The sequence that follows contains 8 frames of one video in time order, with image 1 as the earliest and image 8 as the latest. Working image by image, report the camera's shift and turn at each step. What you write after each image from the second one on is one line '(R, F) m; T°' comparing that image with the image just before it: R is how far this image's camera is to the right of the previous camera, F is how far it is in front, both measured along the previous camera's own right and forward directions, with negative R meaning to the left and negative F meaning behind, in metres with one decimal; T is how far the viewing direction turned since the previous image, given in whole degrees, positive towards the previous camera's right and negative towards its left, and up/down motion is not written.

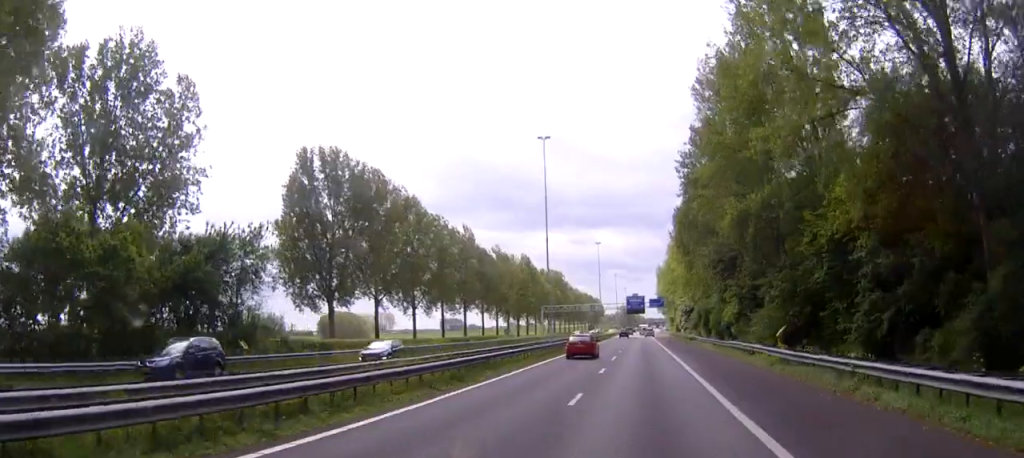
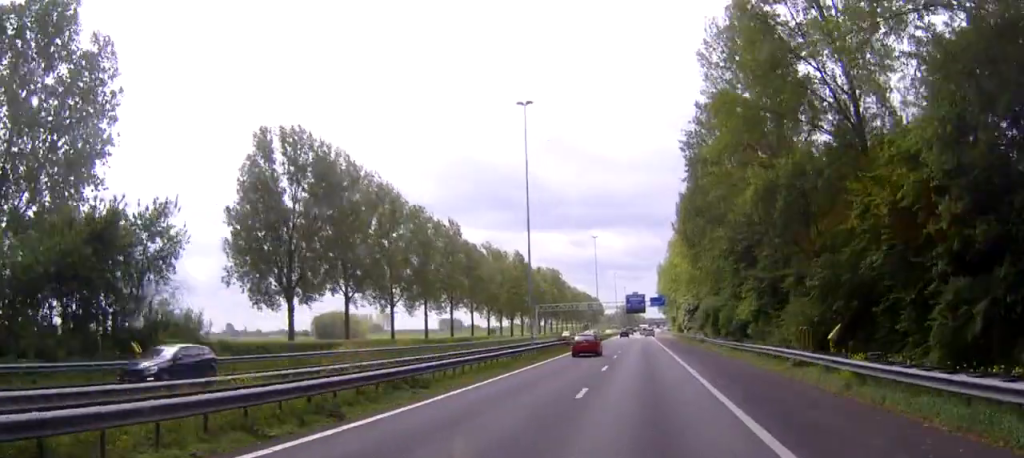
(0.0, +10.6) m; 0°
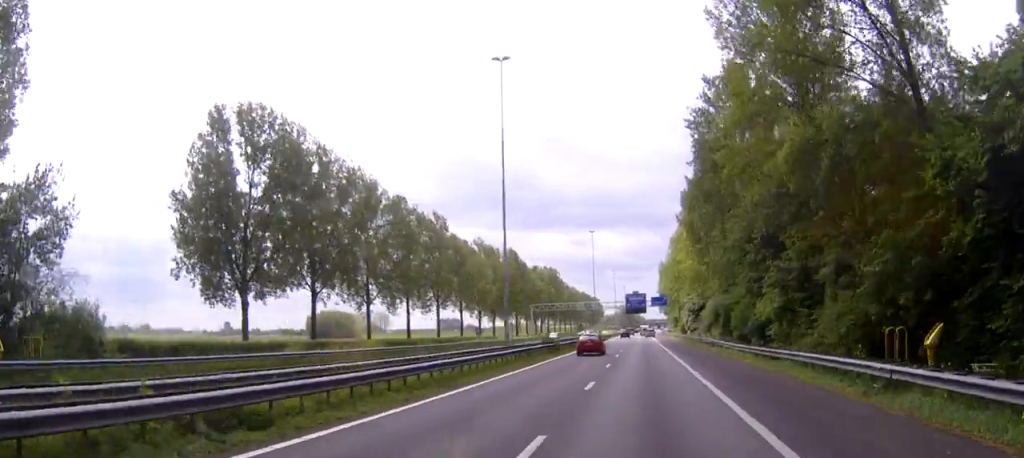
(0.0, +9.8) m; 0°
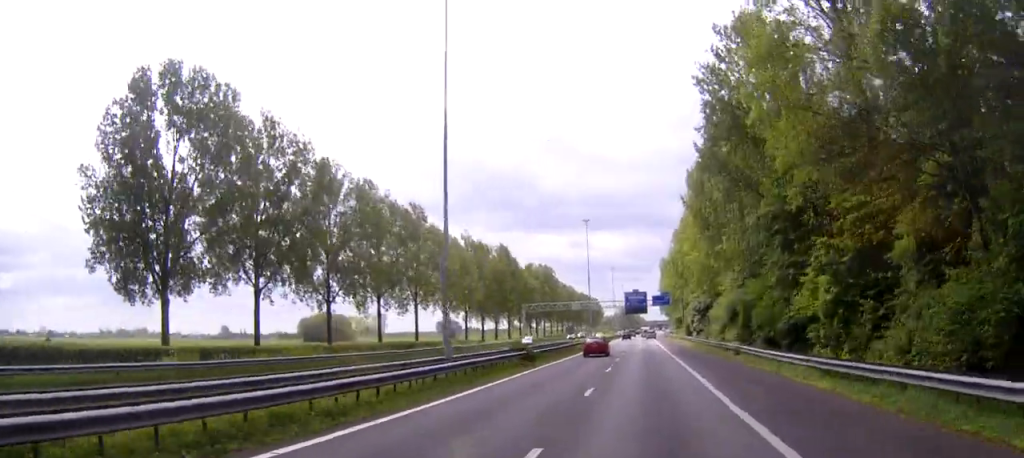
(-0.1, +12.9) m; 0°
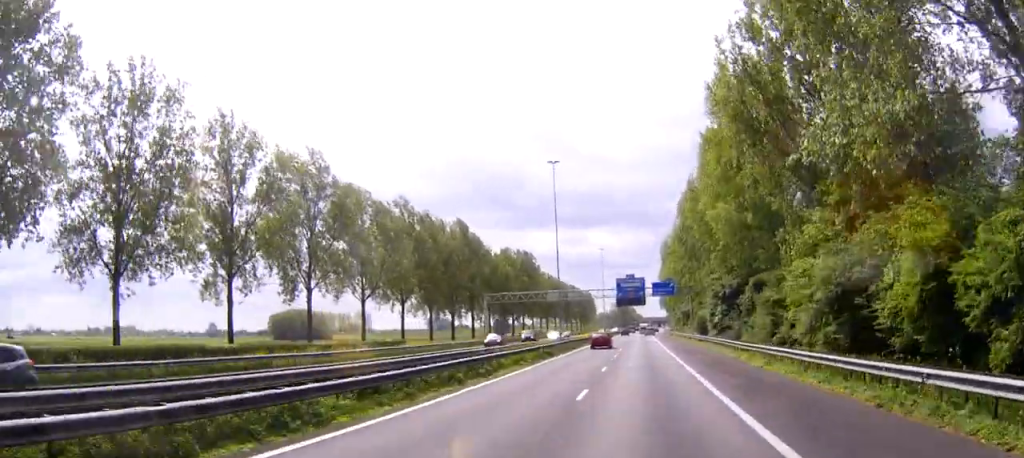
(-0.1, +37.5) m; 0°
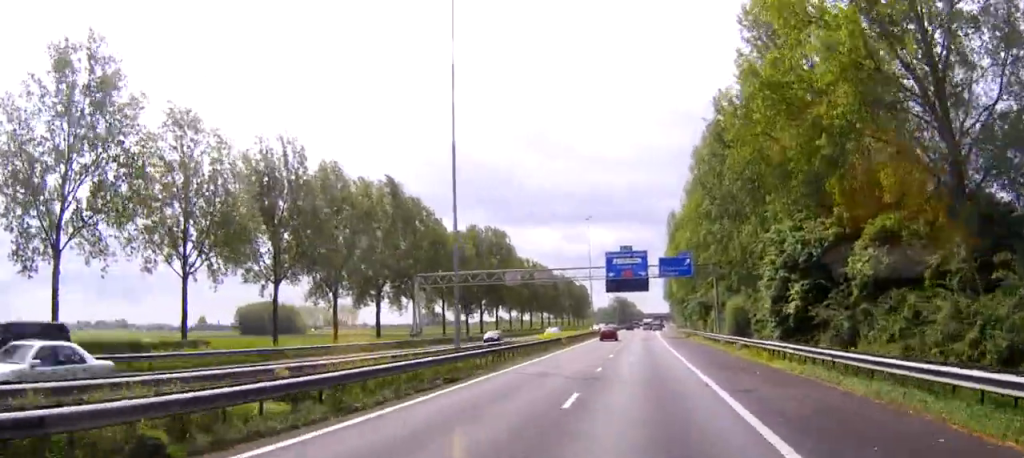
(+0.1, +39.7) m; +1°
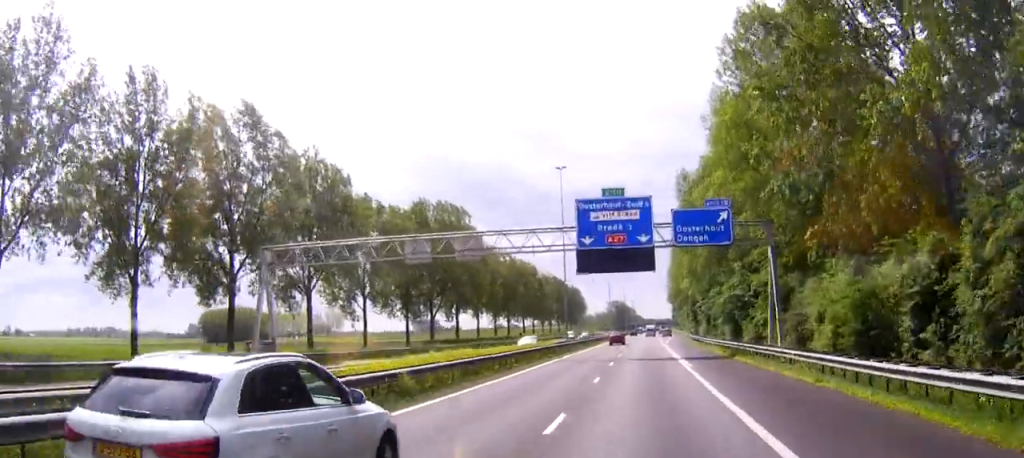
(0.0, +38.0) m; 0°
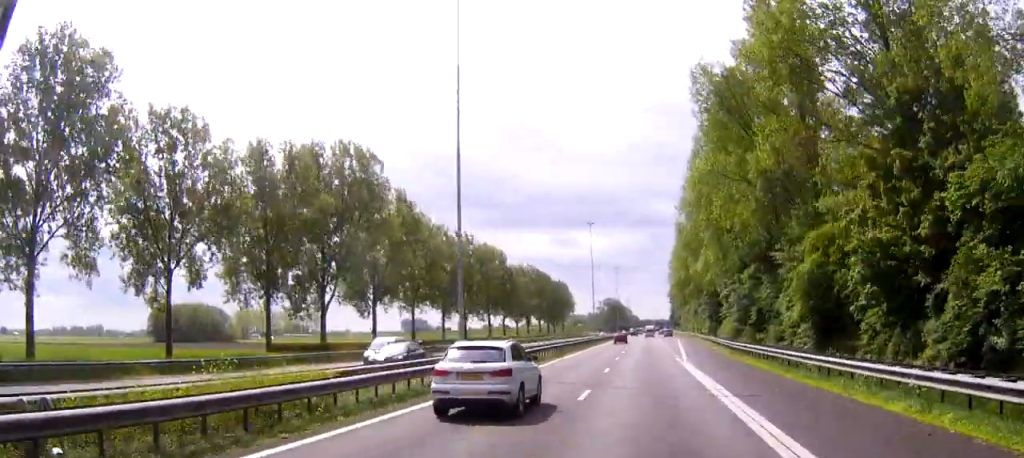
(0.0, +41.6) m; 0°
